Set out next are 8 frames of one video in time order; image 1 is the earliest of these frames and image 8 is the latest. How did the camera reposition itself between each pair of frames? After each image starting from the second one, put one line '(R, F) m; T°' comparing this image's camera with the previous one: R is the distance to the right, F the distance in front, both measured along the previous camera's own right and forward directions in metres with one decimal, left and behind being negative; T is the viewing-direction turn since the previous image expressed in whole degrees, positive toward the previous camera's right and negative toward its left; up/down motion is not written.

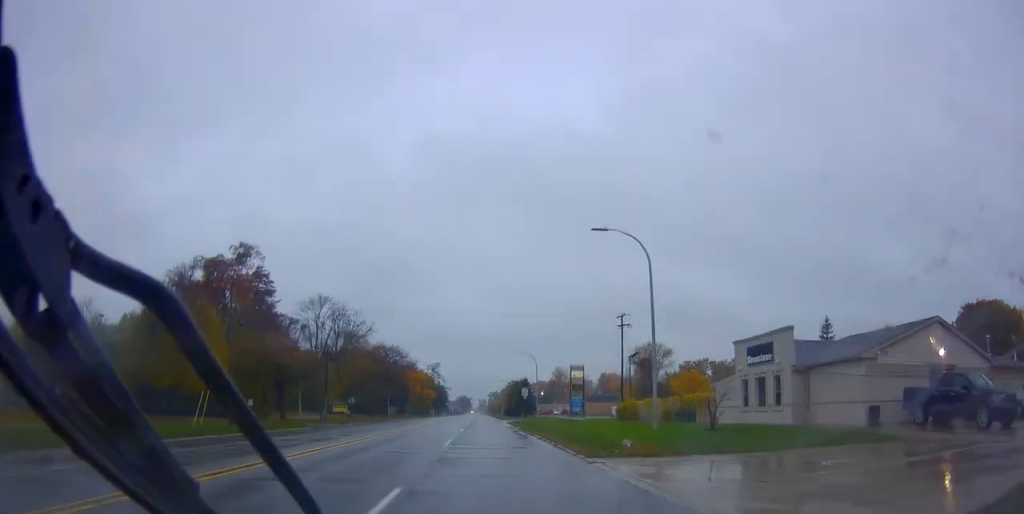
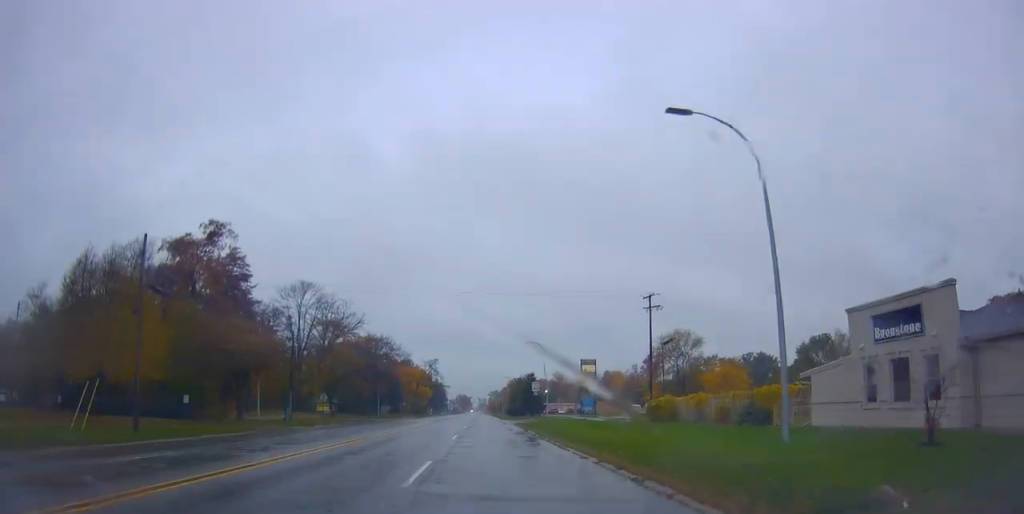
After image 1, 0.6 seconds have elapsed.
(-0.1, +11.2) m; 0°
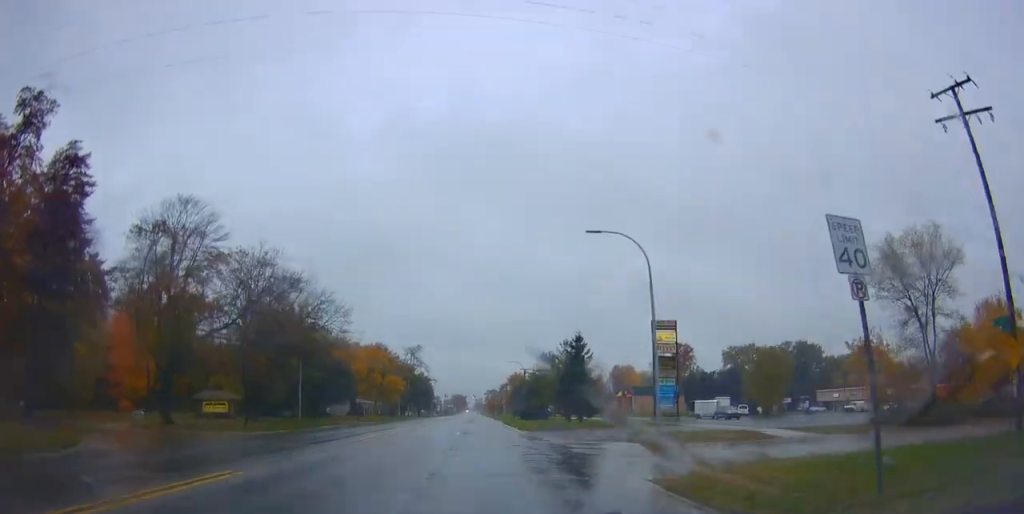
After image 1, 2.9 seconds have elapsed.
(+1.0, +42.0) m; +1°
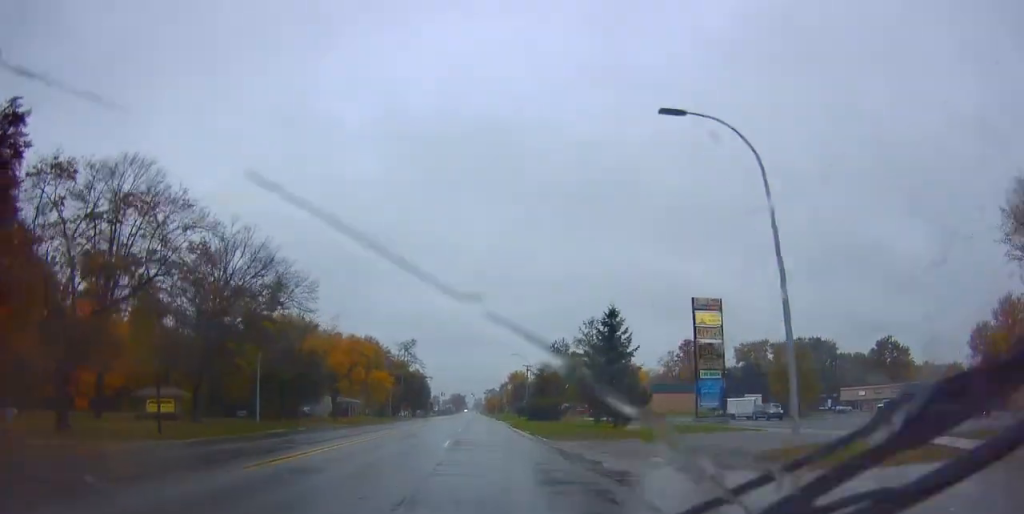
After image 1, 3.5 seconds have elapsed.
(0.0, +11.0) m; 0°
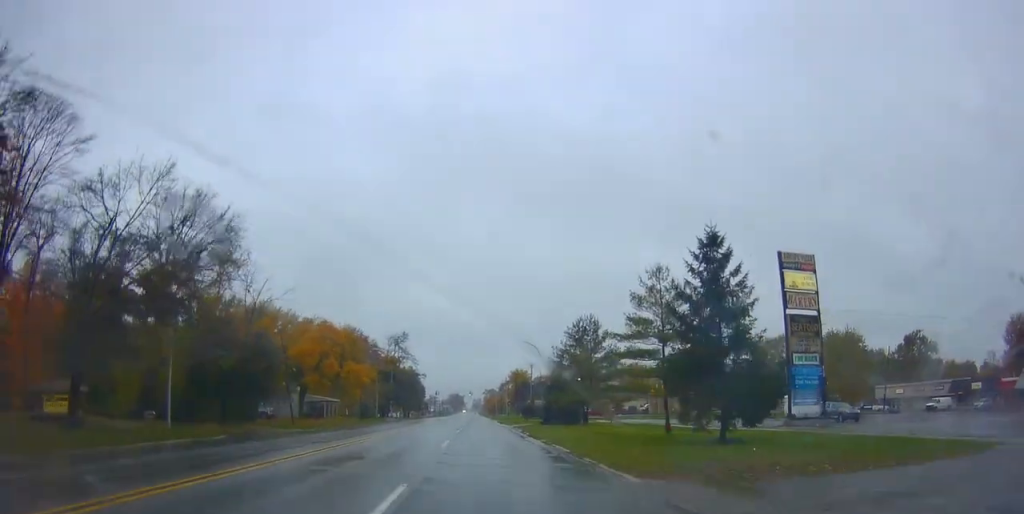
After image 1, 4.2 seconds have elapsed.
(0.0, +14.1) m; 0°
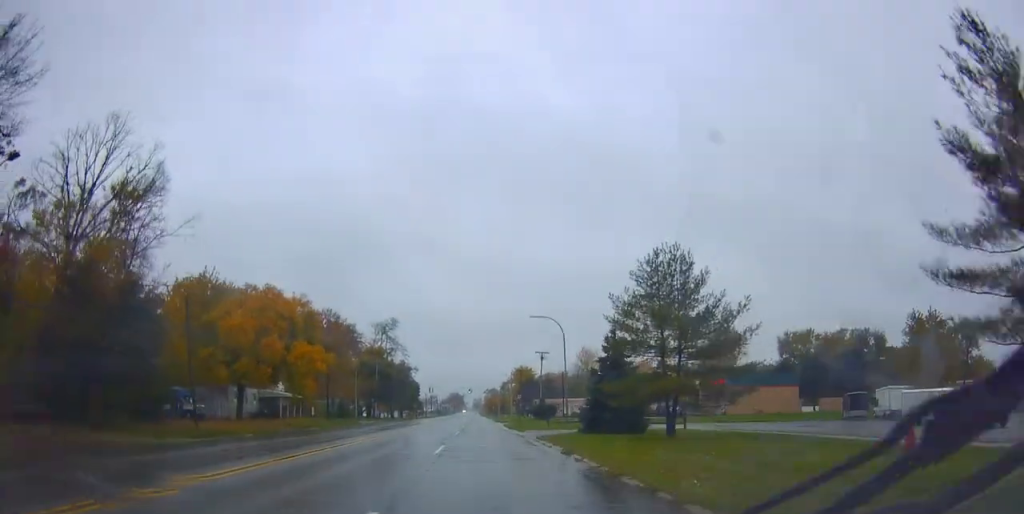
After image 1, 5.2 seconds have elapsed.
(0.0, +17.9) m; -1°
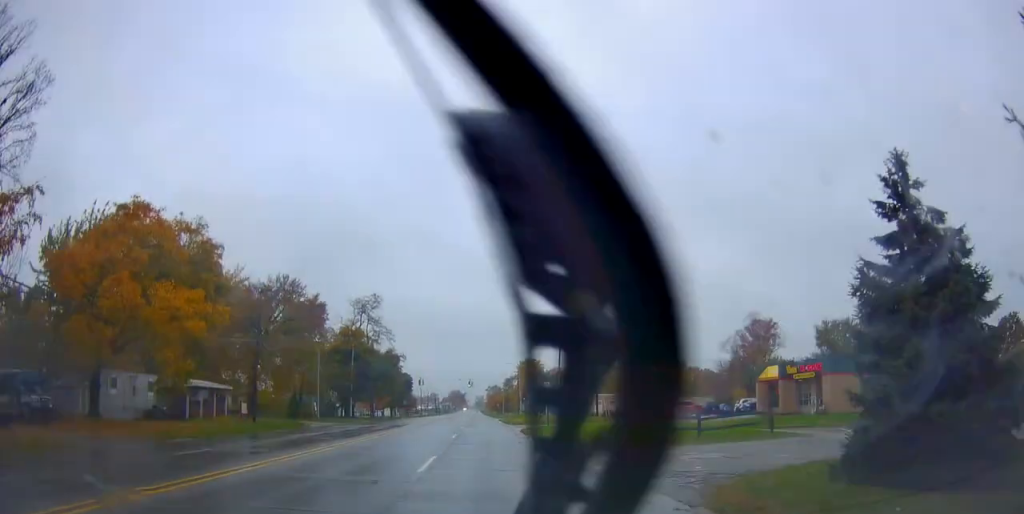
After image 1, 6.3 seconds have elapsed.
(-0.5, +21.1) m; 0°
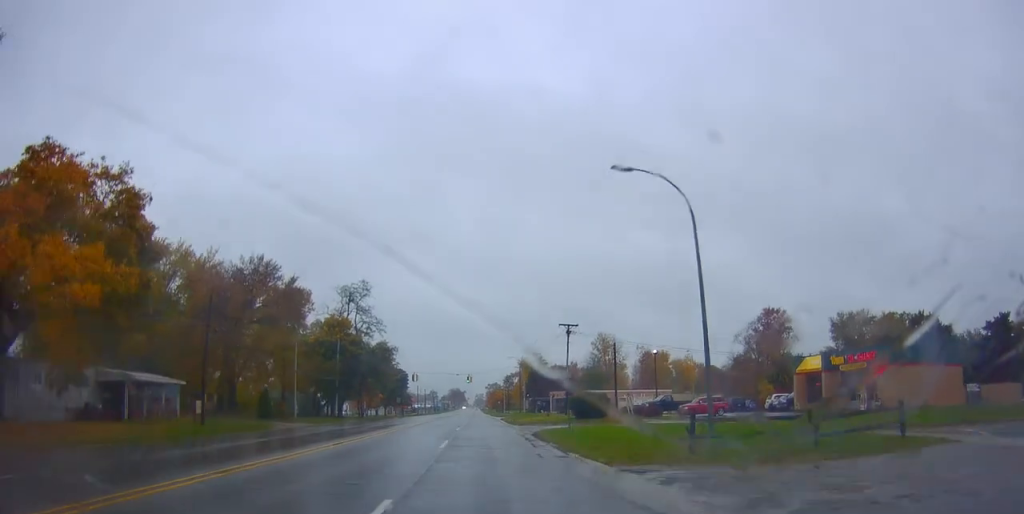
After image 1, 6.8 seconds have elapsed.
(+0.2, +8.1) m; +1°
